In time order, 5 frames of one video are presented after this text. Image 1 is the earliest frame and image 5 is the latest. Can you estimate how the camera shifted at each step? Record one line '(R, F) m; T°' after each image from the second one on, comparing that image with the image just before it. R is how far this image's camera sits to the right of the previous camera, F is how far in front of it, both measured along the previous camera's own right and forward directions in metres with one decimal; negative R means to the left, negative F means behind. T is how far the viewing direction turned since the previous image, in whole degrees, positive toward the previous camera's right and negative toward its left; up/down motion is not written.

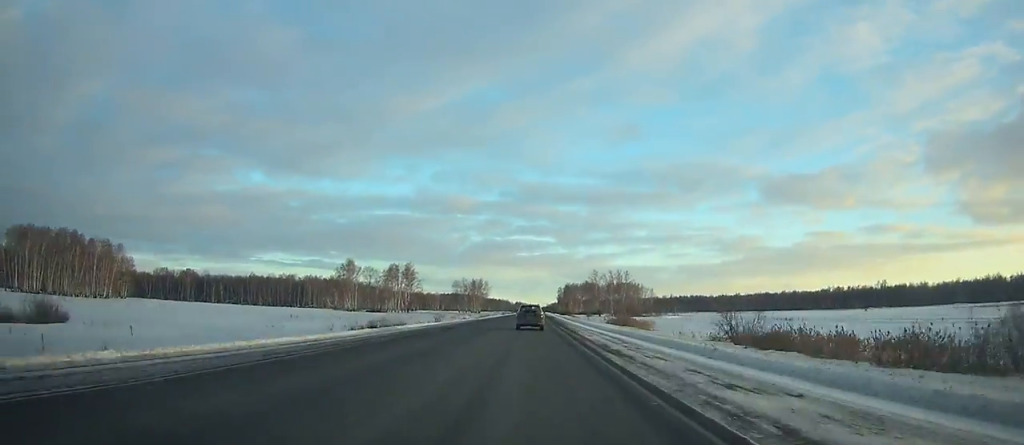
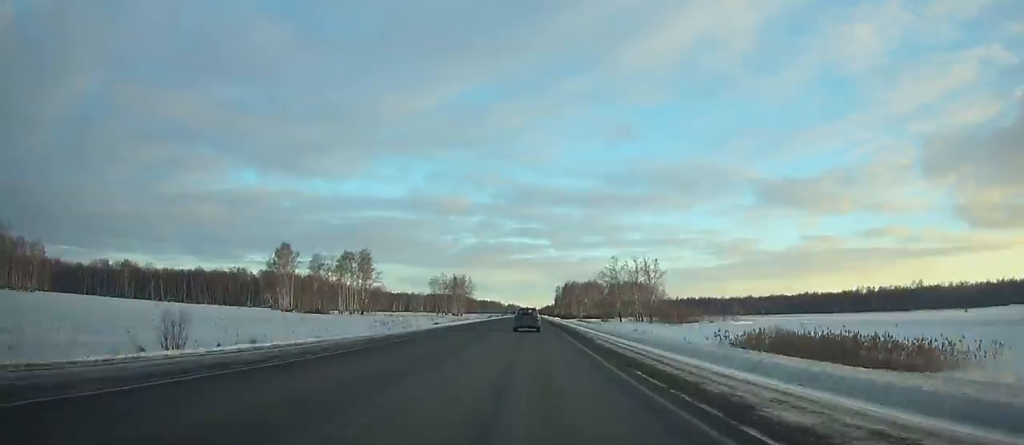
(+0.1, +63.6) m; 0°
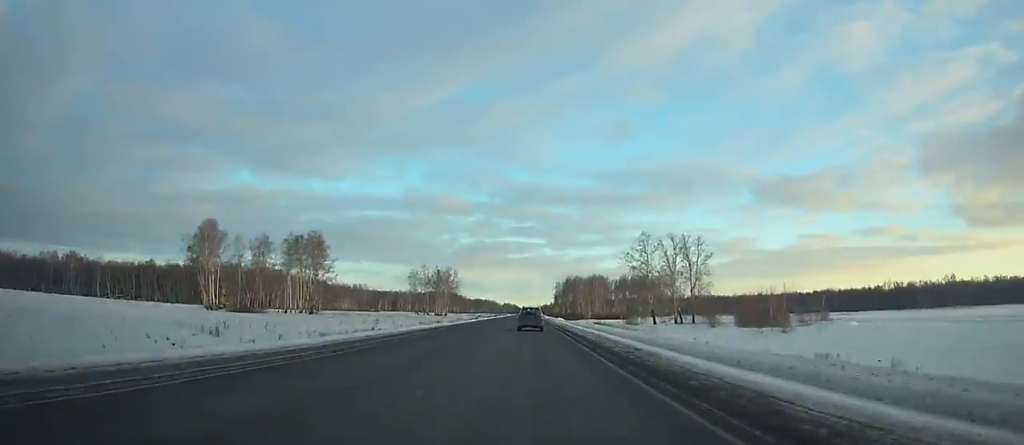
(+0.3, +47.9) m; 0°
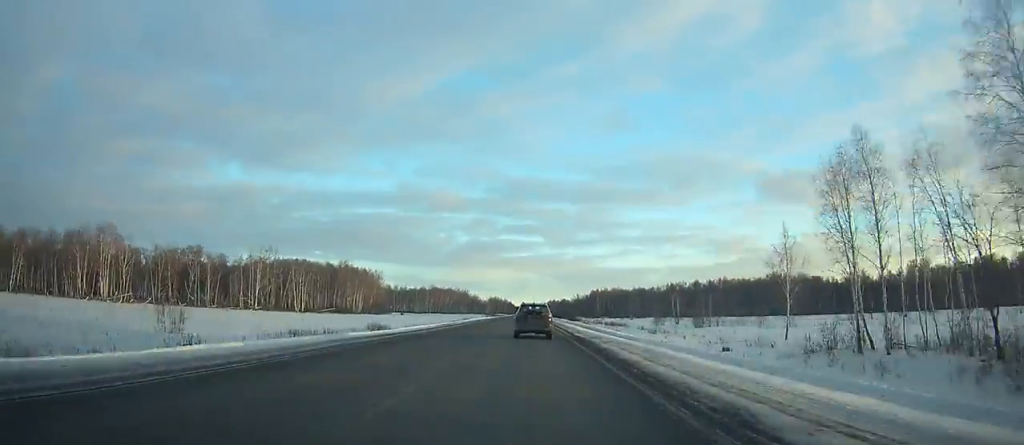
(+1.8, +431.9) m; 0°
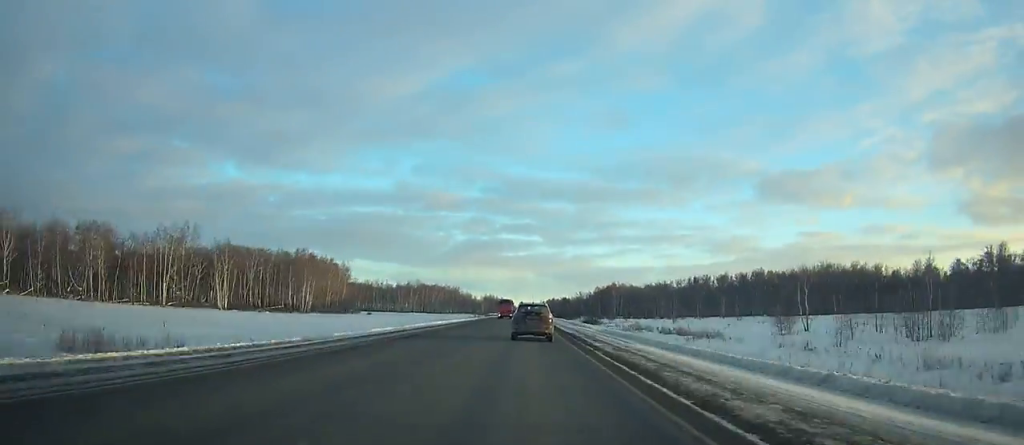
(0.0, +52.5) m; 0°
